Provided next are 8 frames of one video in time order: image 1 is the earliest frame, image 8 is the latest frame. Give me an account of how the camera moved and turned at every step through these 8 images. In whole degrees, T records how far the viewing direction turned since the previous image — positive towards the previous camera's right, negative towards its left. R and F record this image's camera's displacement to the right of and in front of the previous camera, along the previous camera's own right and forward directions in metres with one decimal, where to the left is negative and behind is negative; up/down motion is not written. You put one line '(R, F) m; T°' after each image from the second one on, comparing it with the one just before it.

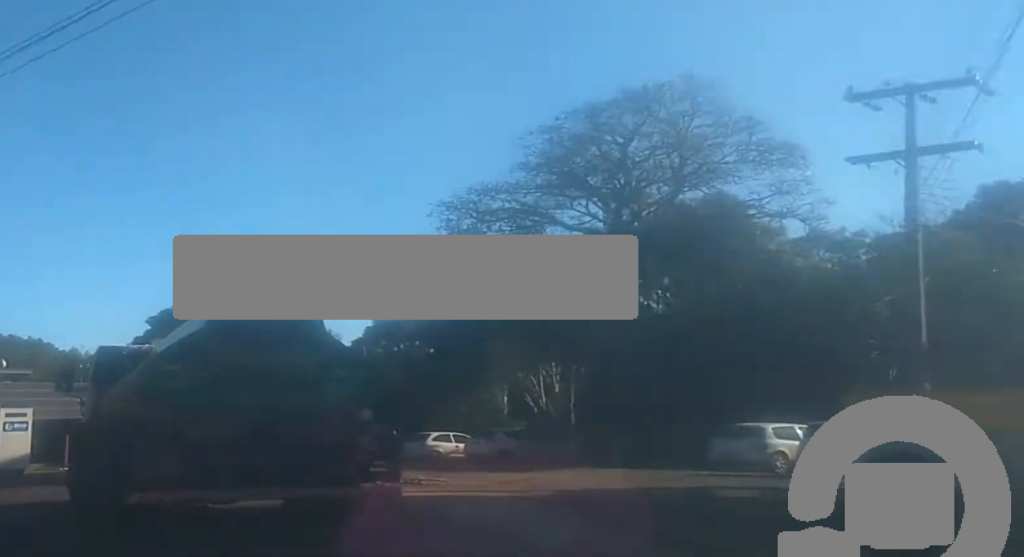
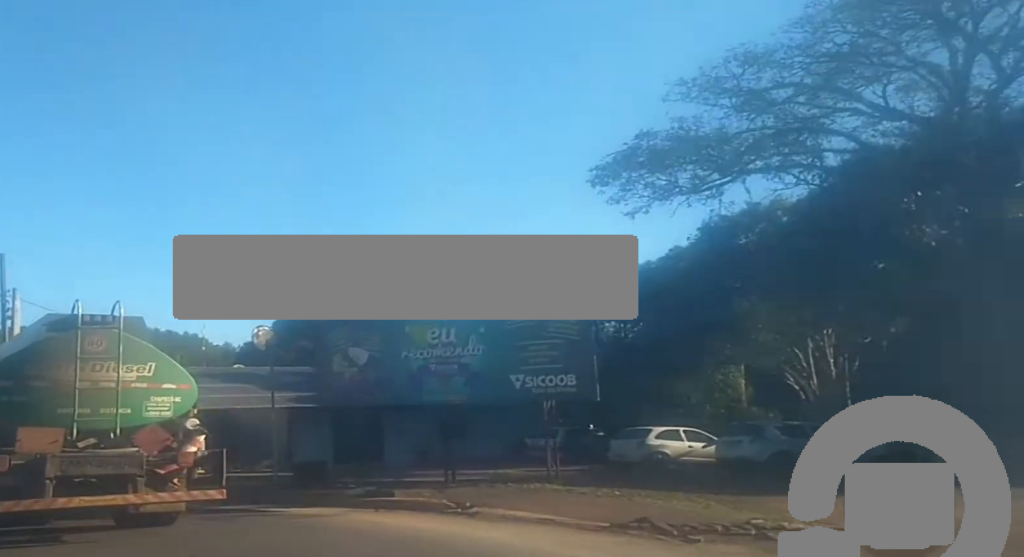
(0.0, +10.5) m; -16°
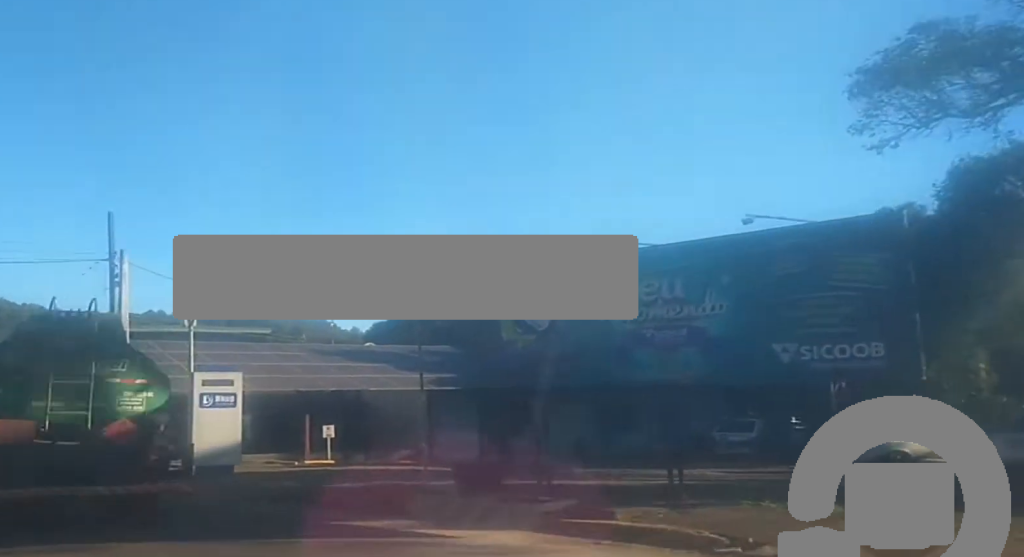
(-0.8, +4.4) m; -13°
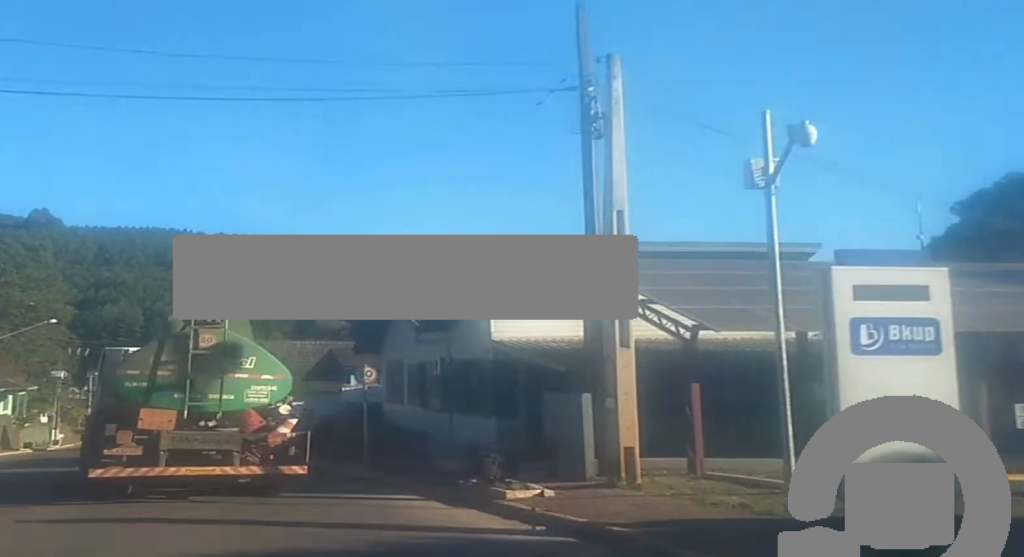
(-3.2, +12.8) m; -14°
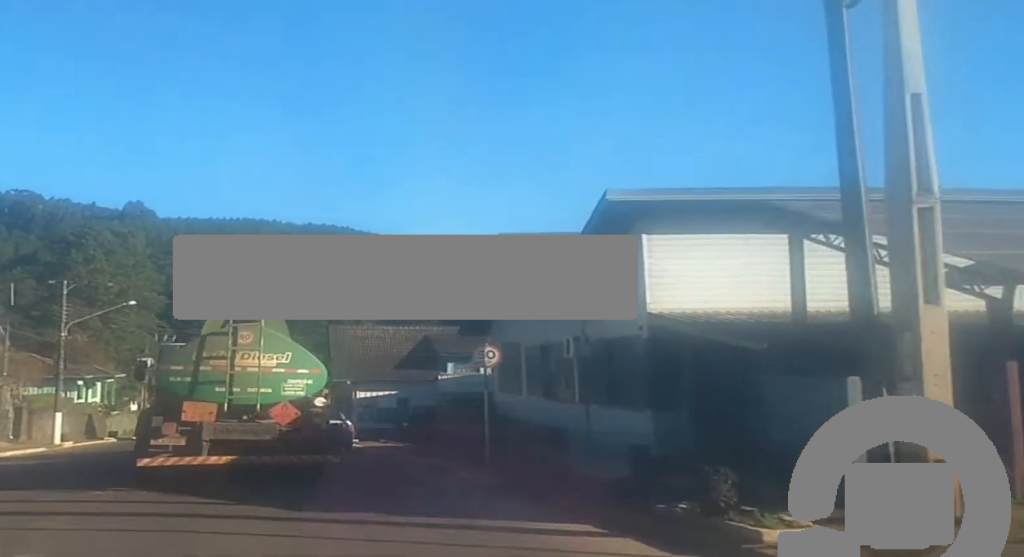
(0.0, +4.5) m; 0°
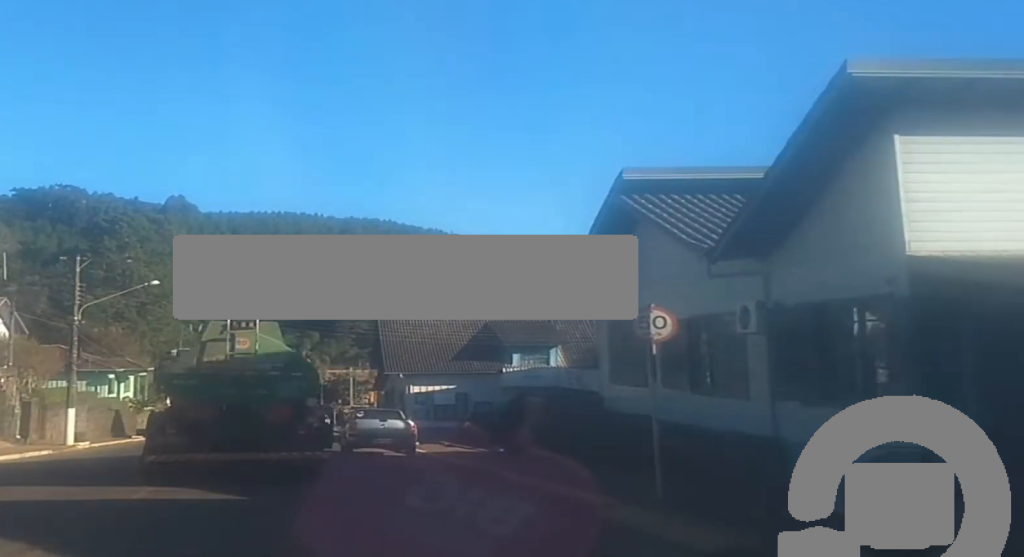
(0.0, +6.5) m; 0°
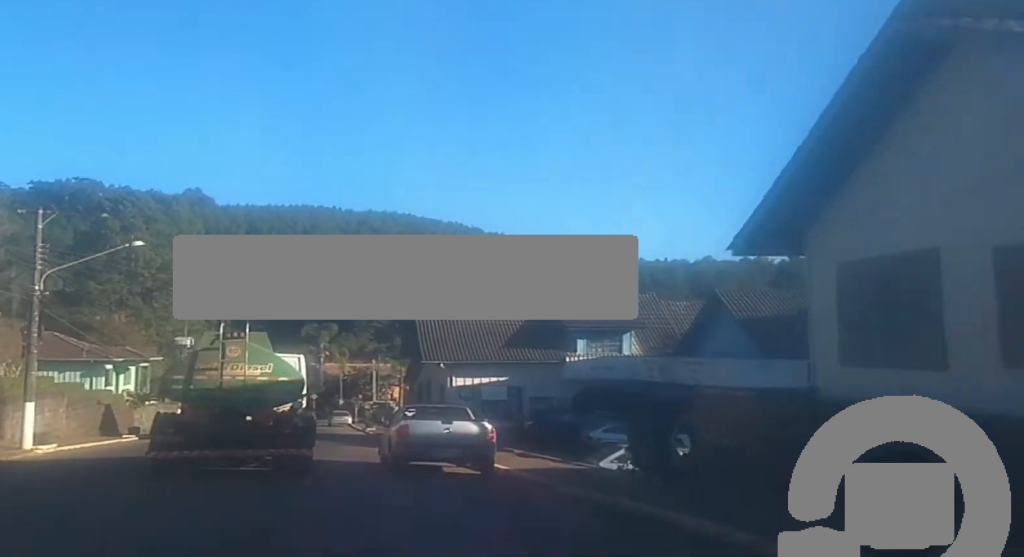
(0.0, +8.9) m; -2°
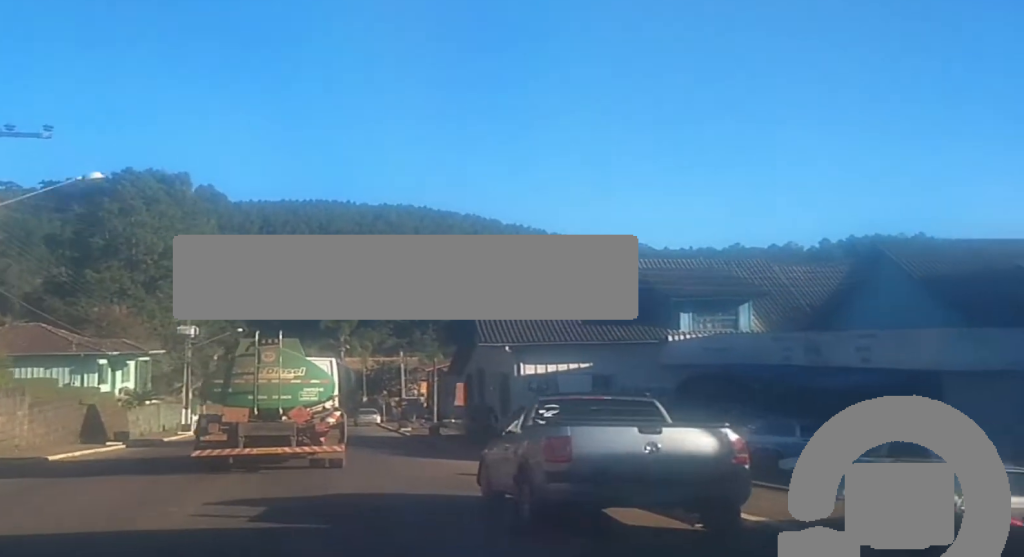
(-0.3, +9.2) m; -5°
